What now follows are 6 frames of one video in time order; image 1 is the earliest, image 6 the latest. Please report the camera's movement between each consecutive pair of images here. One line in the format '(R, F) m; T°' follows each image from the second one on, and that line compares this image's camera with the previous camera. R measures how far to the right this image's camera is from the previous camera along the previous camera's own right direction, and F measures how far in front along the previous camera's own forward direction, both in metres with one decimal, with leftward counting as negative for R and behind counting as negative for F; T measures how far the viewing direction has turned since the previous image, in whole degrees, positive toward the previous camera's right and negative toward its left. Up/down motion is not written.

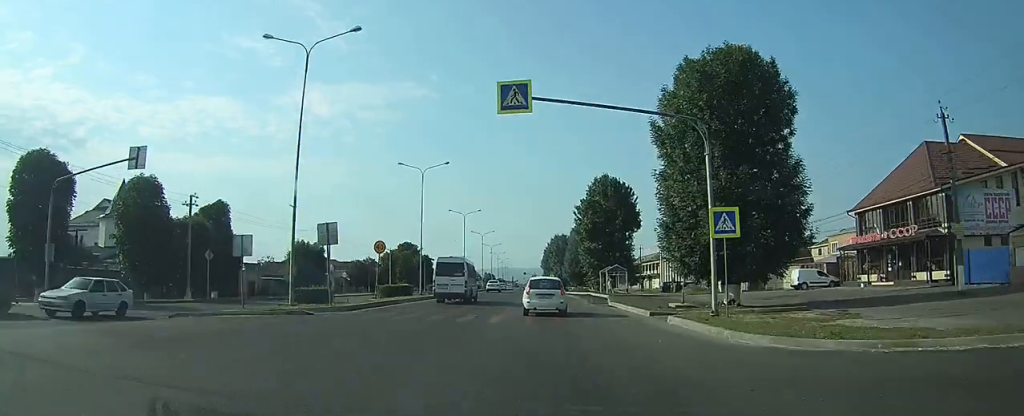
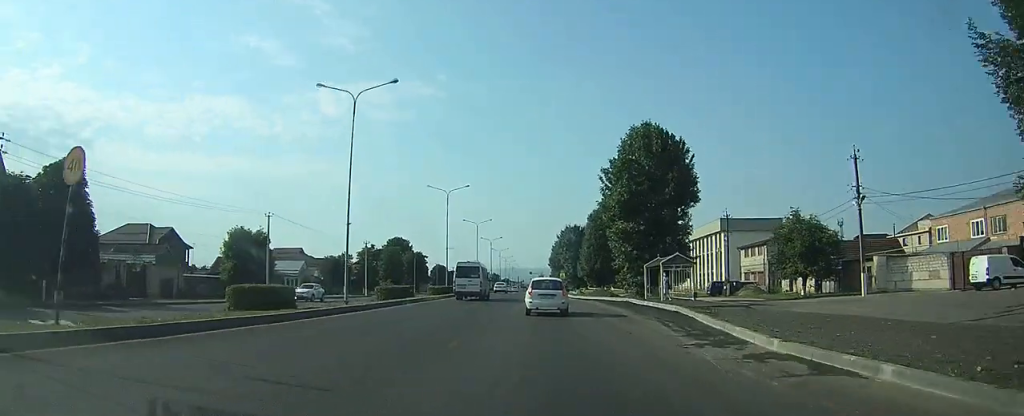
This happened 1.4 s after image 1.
(-0.2, +22.9) m; -1°
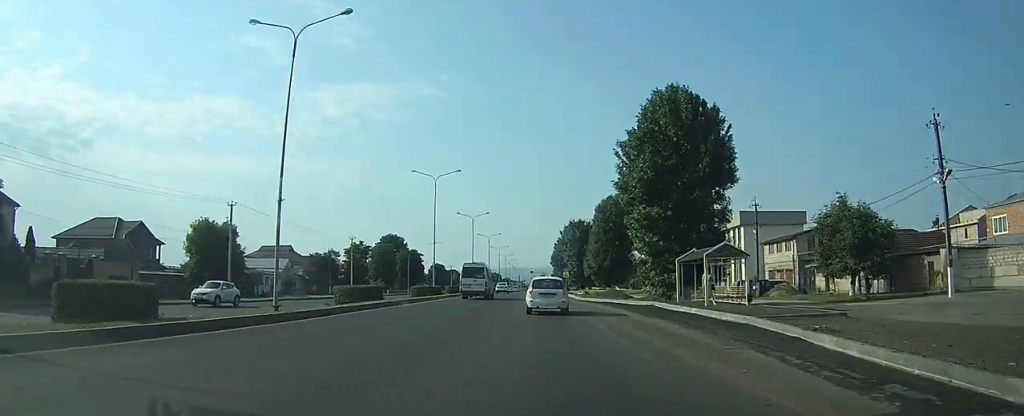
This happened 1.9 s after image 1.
(0.0, +8.9) m; 0°
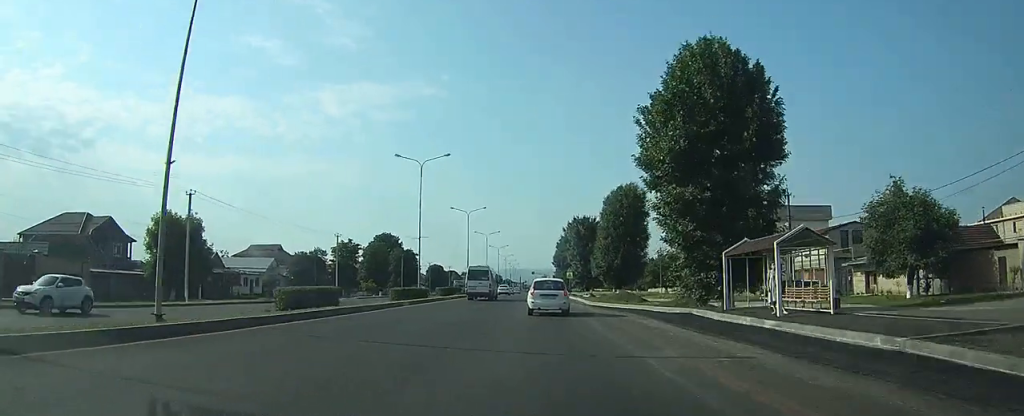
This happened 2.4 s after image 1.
(0.0, +7.7) m; 0°
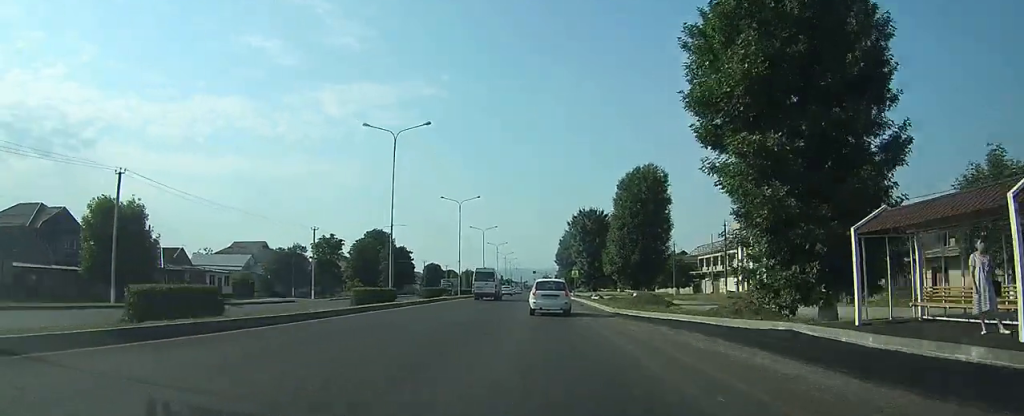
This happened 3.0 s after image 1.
(0.0, +9.9) m; 0°
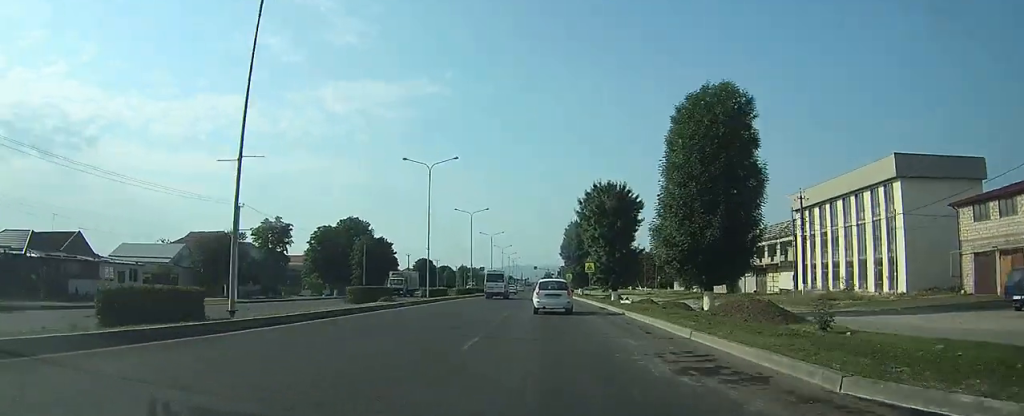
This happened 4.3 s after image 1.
(-0.1, +21.3) m; 0°
